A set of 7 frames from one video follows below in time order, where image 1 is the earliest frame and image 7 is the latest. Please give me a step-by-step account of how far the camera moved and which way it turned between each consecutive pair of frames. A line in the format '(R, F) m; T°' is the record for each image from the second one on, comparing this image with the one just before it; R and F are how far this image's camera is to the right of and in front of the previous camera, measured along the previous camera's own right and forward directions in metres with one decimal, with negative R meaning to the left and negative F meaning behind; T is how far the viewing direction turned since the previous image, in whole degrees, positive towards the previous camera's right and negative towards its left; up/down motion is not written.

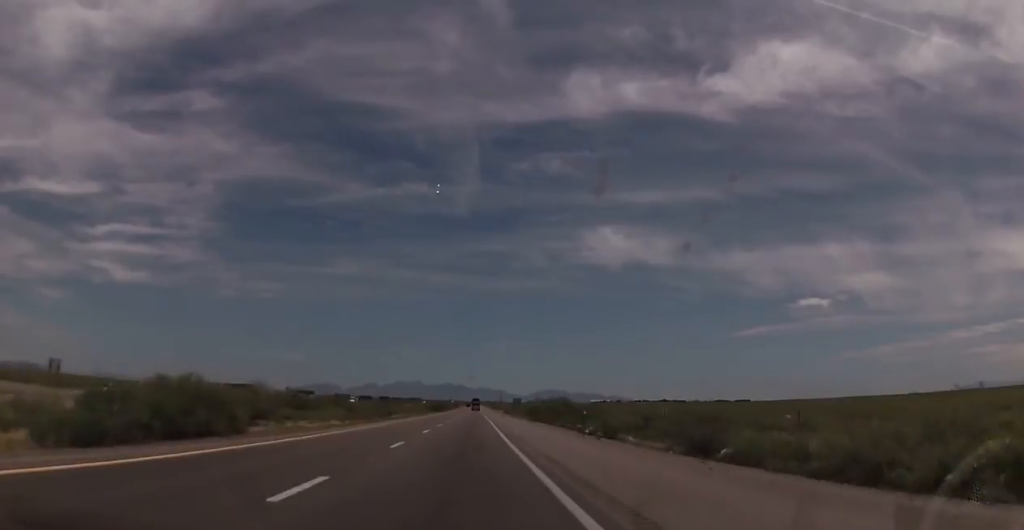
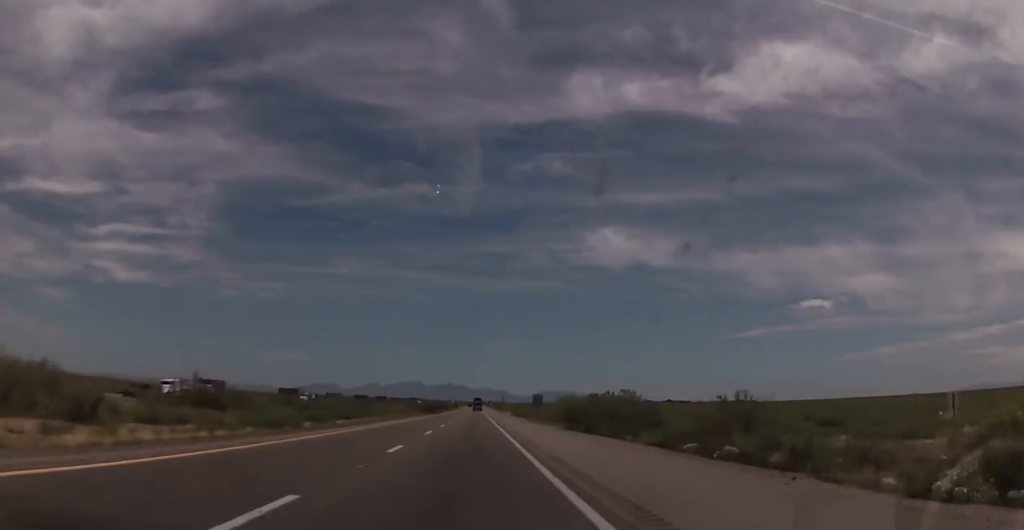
(-0.1, +39.2) m; +1°
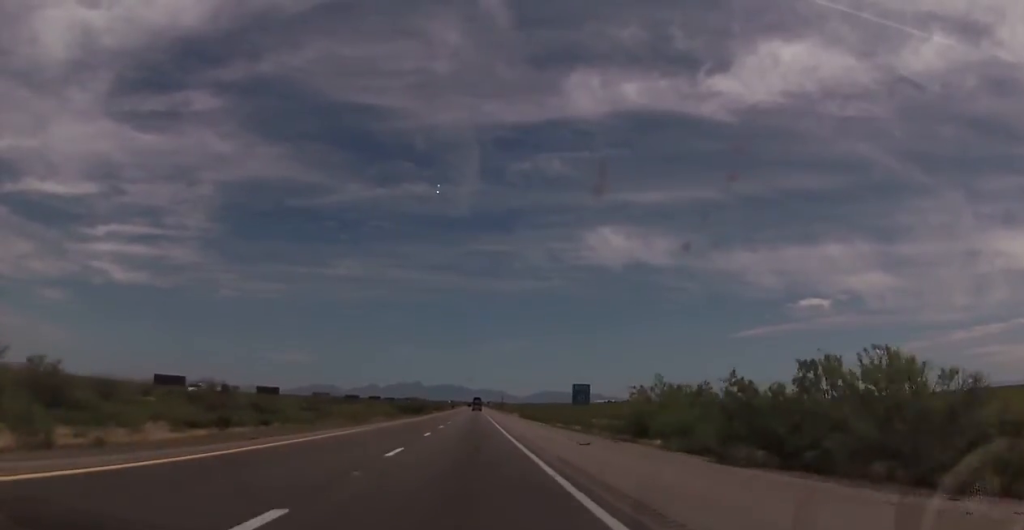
(+0.5, +37.9) m; +1°
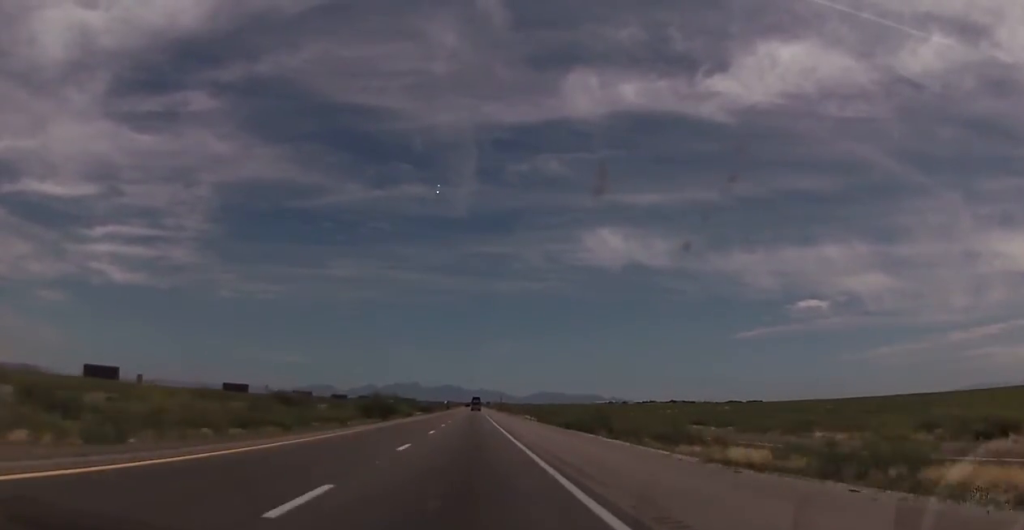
(-0.2, +46.5) m; -1°
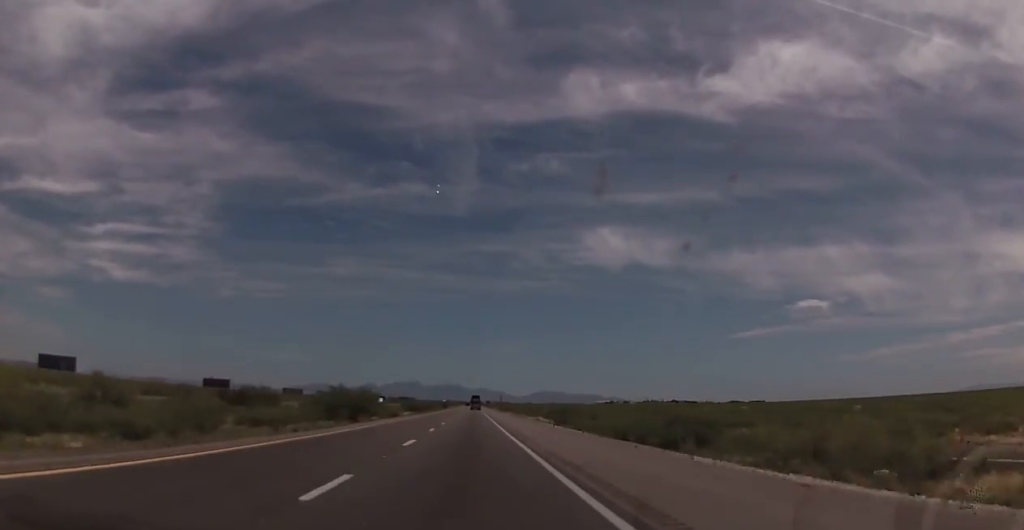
(-0.3, +23.2) m; 0°
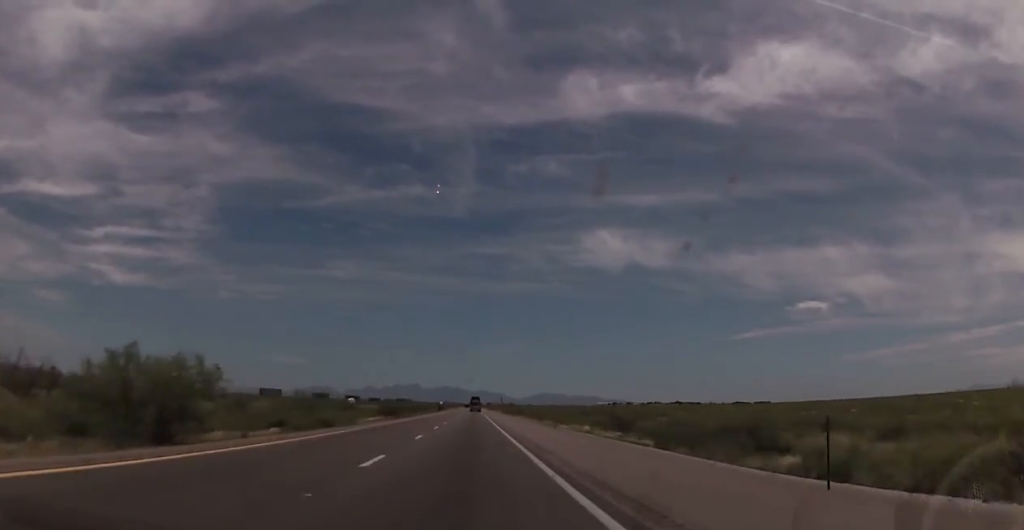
(+0.4, +43.9) m; 0°
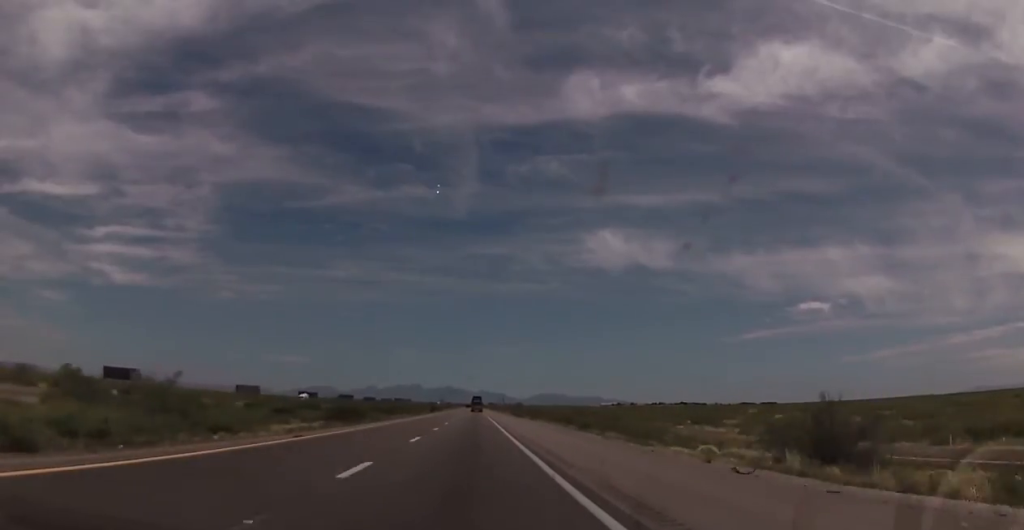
(-0.4, +39.1) m; 0°
